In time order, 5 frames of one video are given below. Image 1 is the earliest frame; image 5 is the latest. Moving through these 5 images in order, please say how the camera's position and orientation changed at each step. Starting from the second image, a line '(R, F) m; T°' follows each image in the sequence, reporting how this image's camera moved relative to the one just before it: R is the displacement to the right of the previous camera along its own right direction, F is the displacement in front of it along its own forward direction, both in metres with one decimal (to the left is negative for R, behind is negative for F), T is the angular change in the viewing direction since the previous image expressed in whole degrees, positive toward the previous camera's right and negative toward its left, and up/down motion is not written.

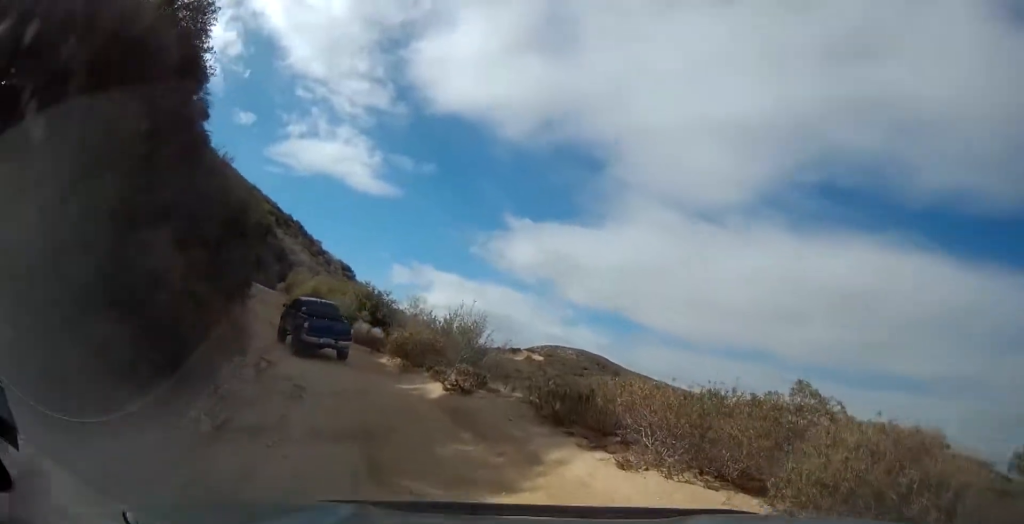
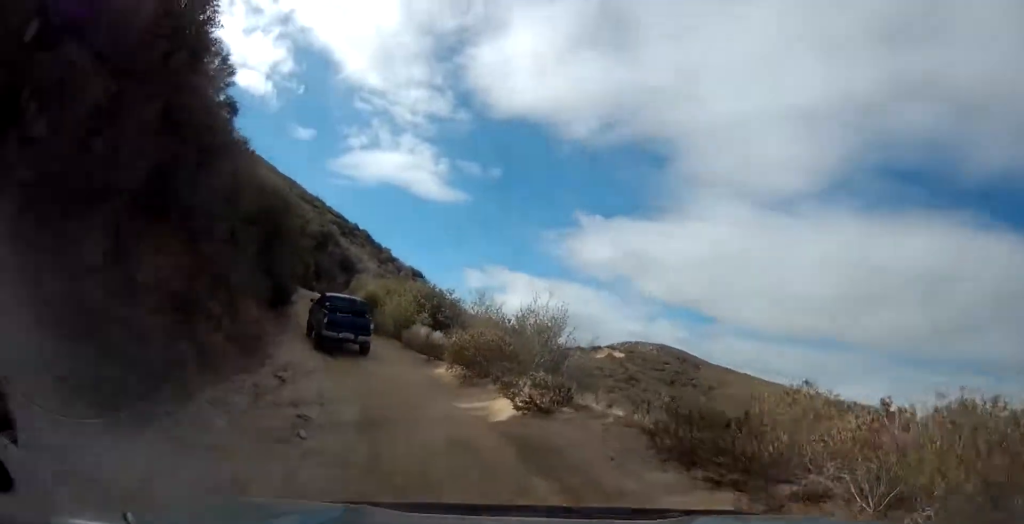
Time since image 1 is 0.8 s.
(-0.5, +3.7) m; -9°
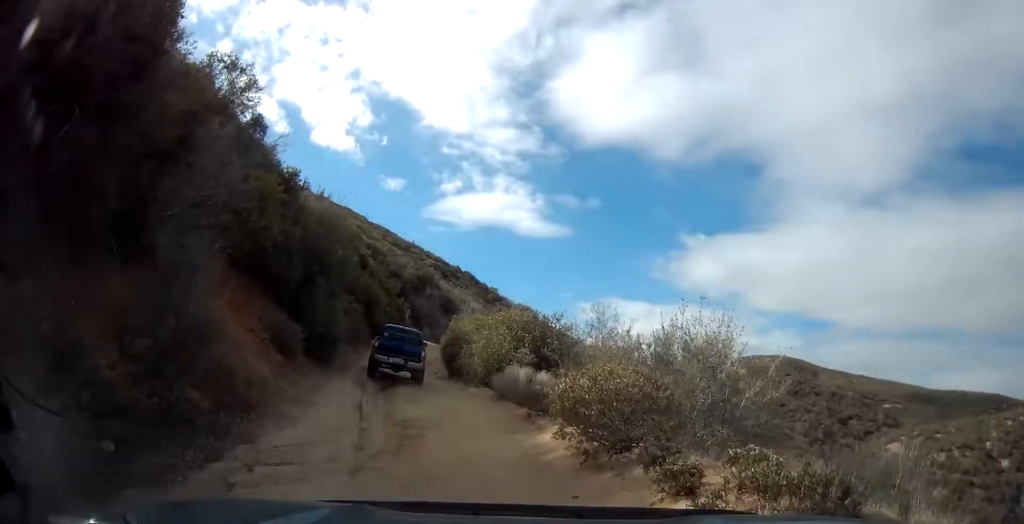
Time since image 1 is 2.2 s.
(-0.5, +6.1) m; -9°
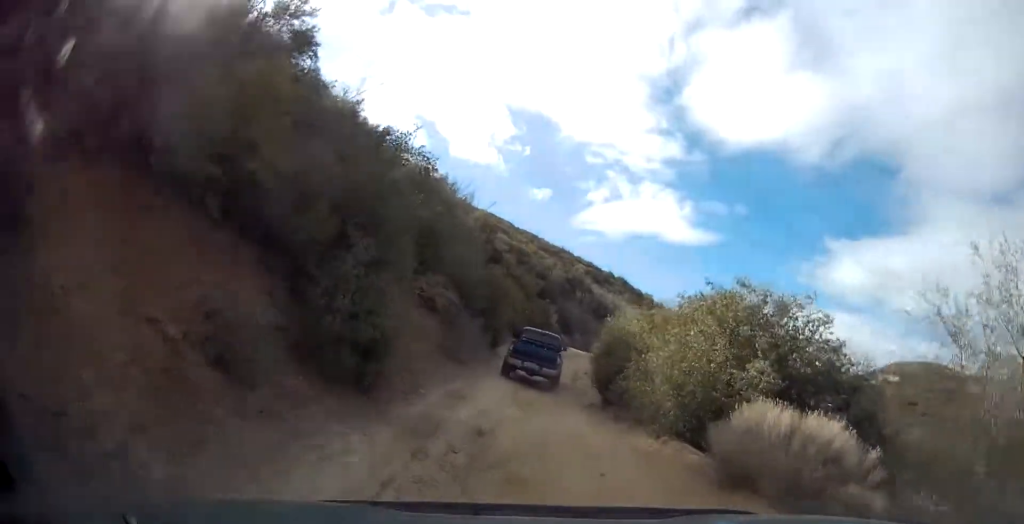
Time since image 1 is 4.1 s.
(-1.2, +8.7) m; -15°
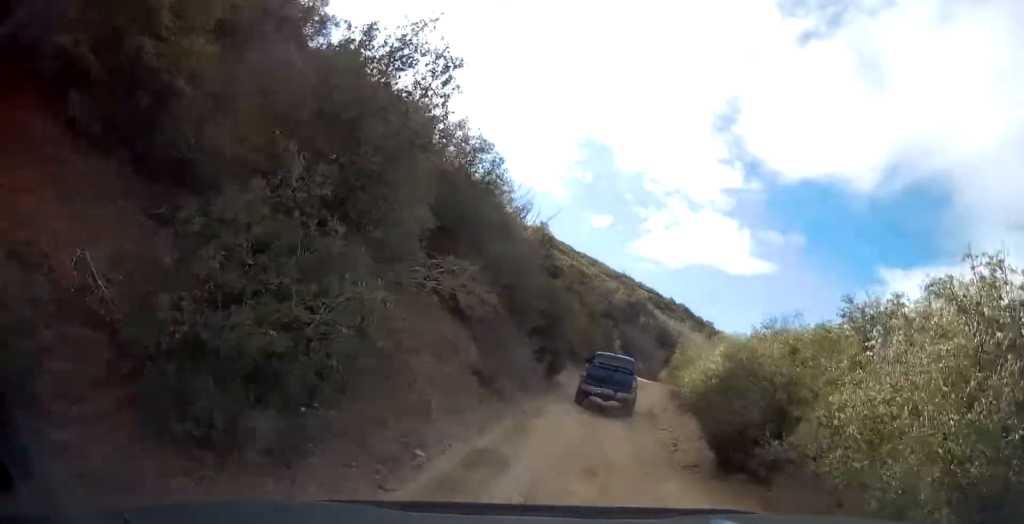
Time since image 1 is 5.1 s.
(-0.2, +5.1) m; -5°
